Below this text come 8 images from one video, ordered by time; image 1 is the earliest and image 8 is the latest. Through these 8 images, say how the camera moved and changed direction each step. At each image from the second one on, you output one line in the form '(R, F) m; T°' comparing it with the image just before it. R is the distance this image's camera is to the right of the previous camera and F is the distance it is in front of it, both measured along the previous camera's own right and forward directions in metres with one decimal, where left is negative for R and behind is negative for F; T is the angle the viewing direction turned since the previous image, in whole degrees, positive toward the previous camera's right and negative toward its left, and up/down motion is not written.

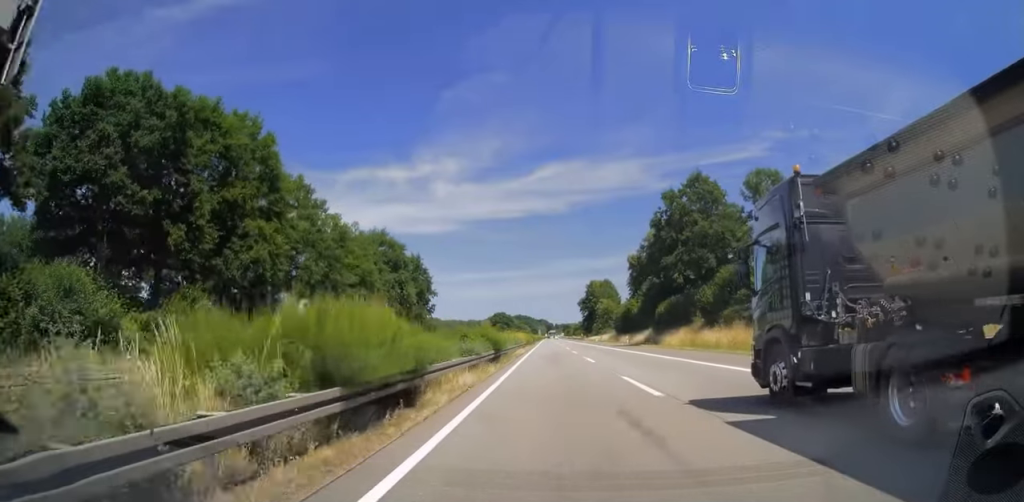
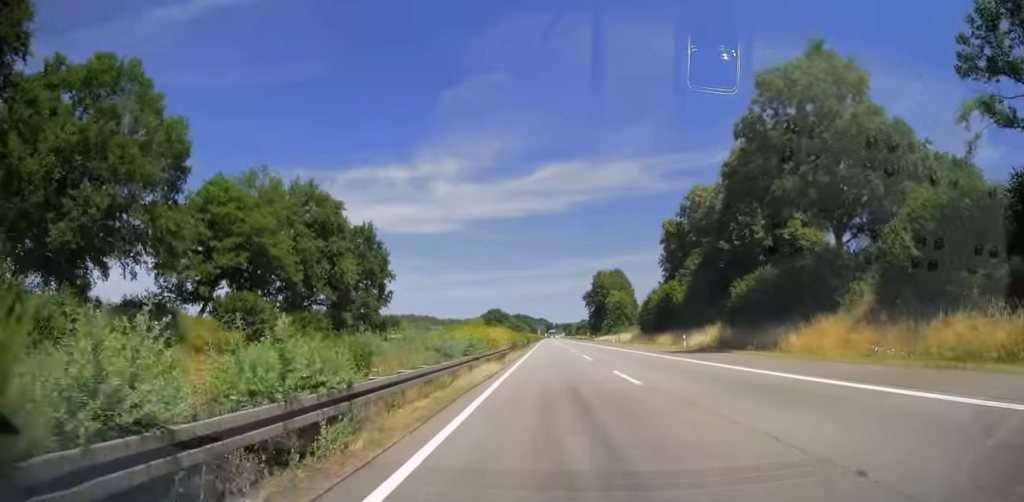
(0.0, +32.8) m; 0°
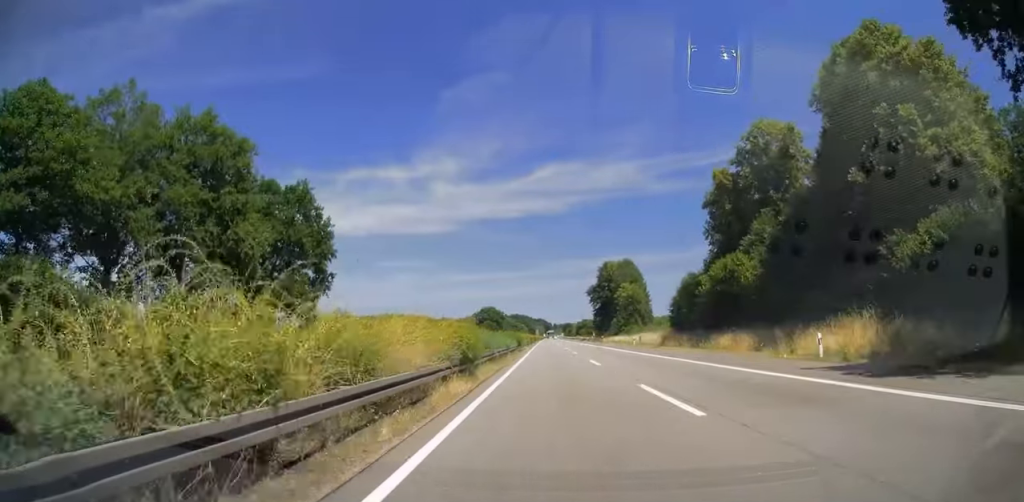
(-0.2, +24.0) m; 0°
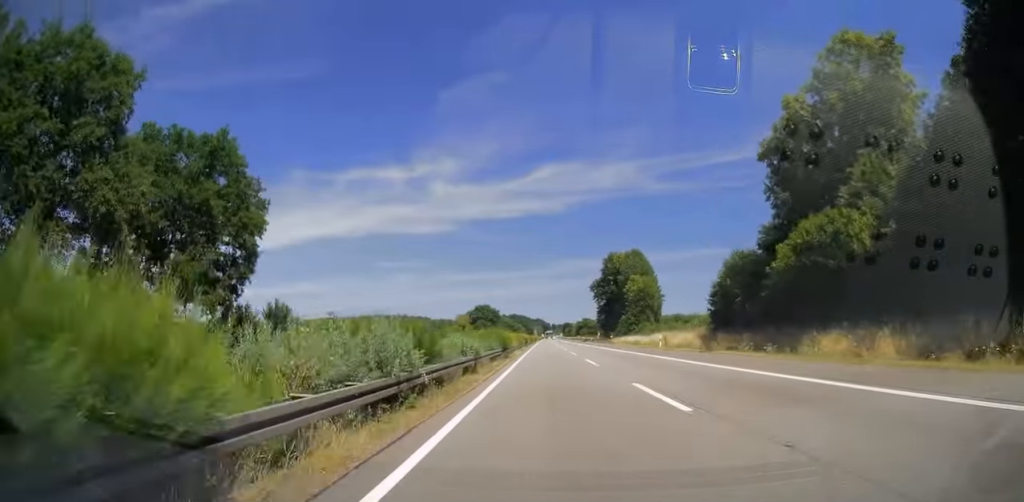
(+0.3, +17.1) m; 0°
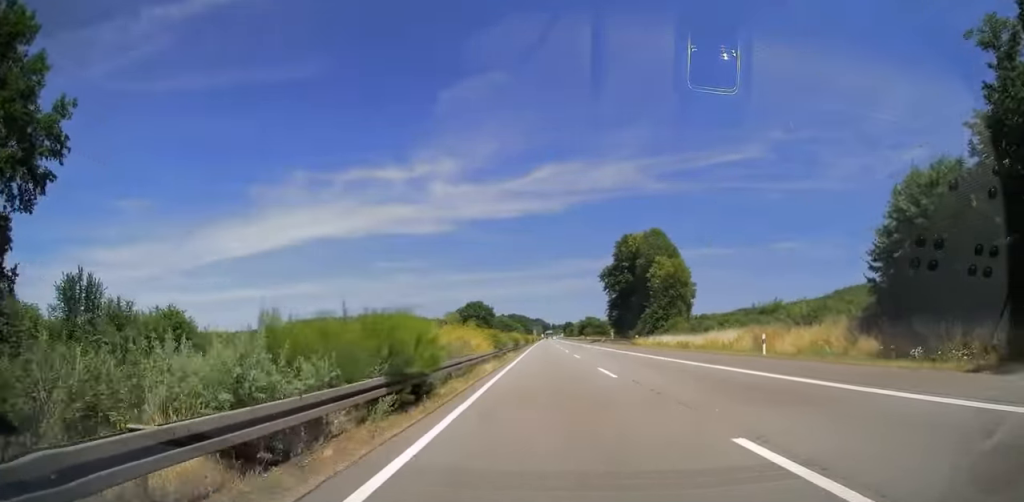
(-0.1, +27.0) m; 0°
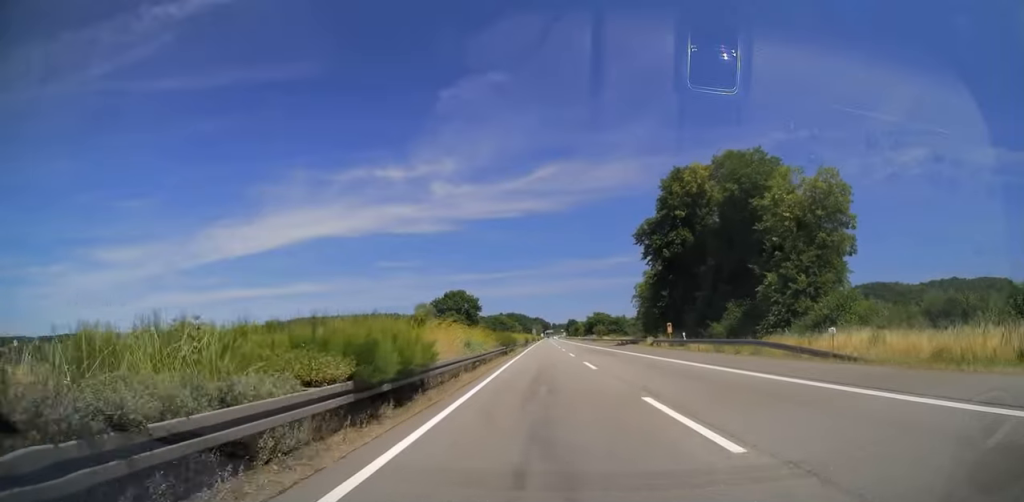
(0.0, +48.3) m; 0°
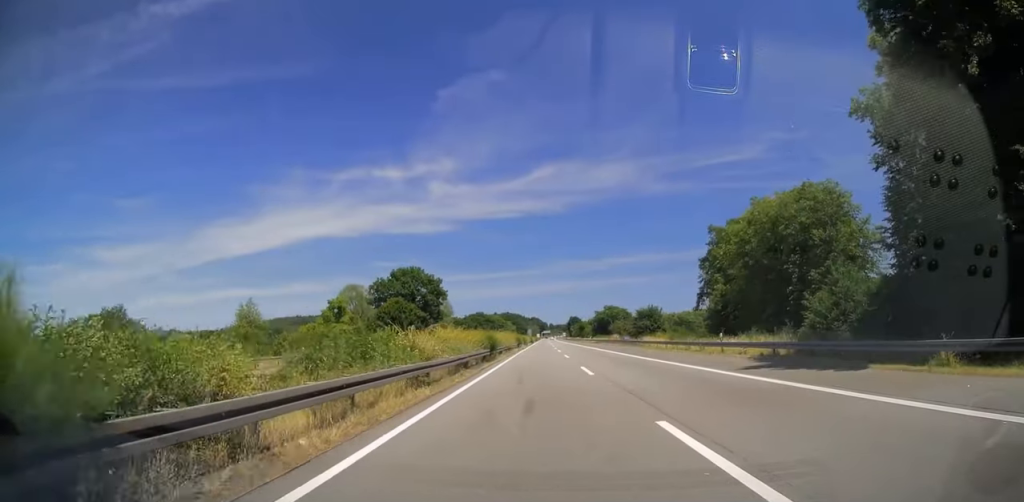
(+0.2, +56.7) m; +1°
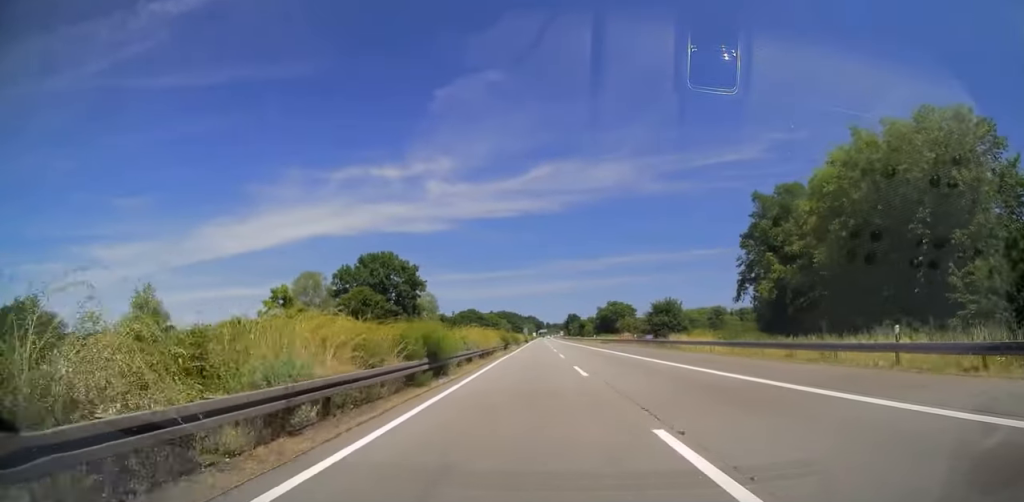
(+0.1, +18.5) m; 0°
